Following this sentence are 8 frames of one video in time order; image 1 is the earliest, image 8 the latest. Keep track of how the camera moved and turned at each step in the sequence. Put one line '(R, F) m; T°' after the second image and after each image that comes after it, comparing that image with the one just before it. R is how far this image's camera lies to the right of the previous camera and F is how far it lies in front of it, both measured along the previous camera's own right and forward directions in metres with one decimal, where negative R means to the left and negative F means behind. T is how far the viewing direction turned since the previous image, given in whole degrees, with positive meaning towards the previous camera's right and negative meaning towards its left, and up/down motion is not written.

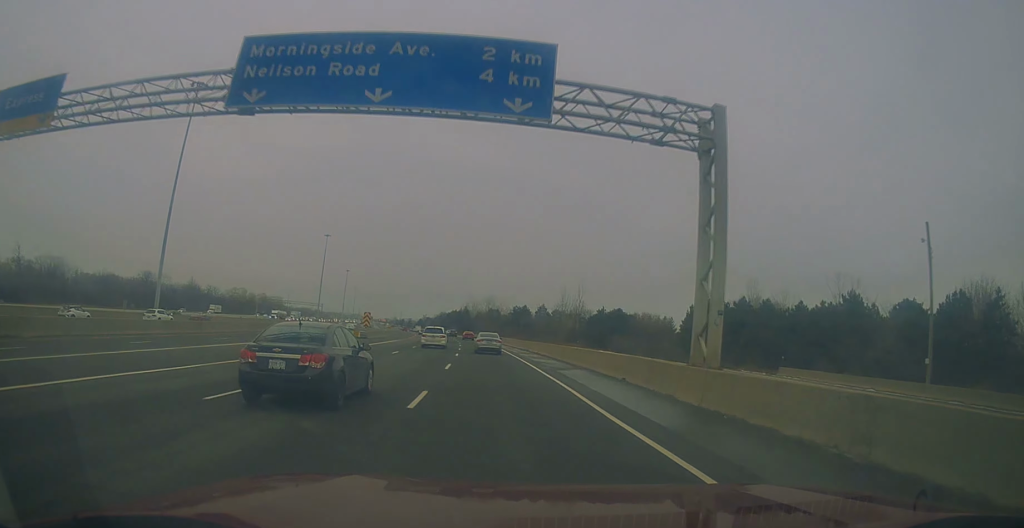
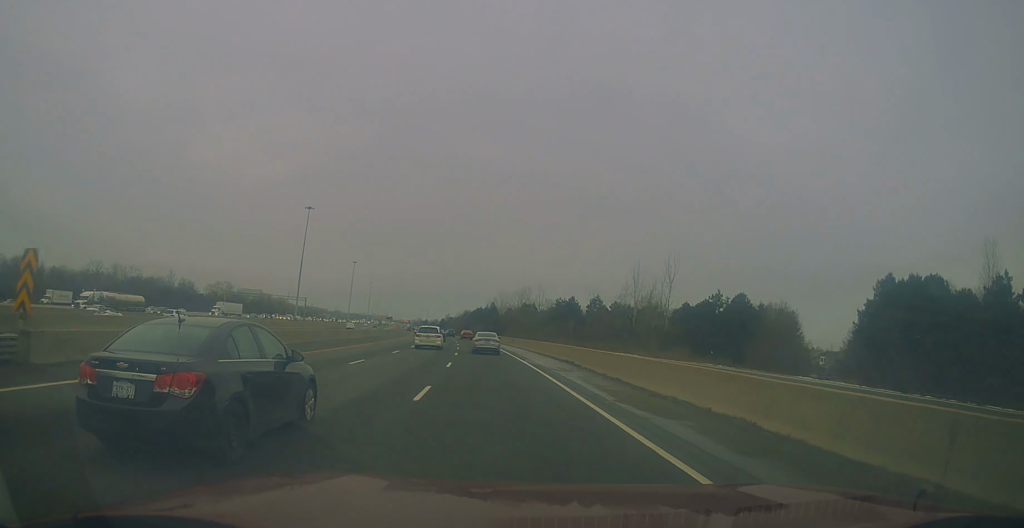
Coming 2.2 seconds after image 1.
(-1.3, +56.5) m; -3°
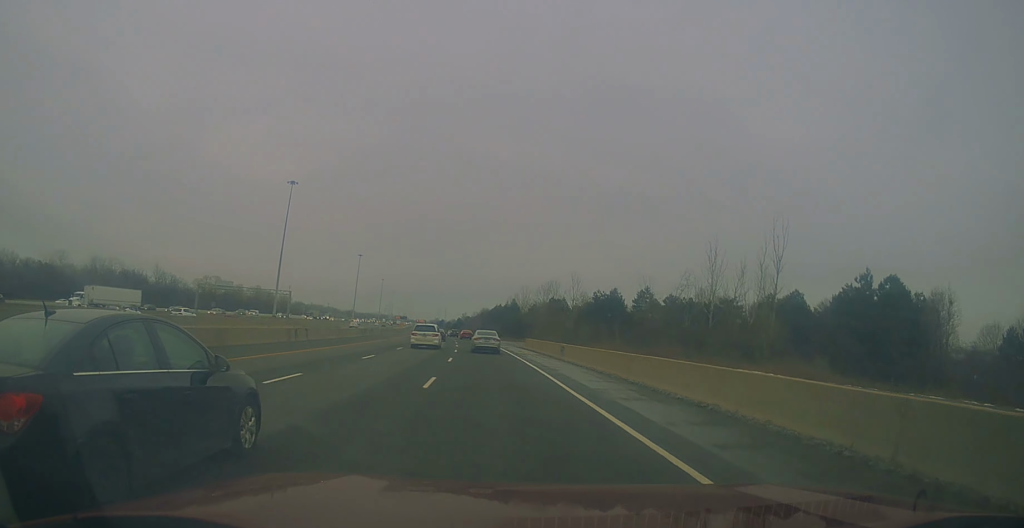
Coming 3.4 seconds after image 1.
(-0.8, +32.8) m; -2°
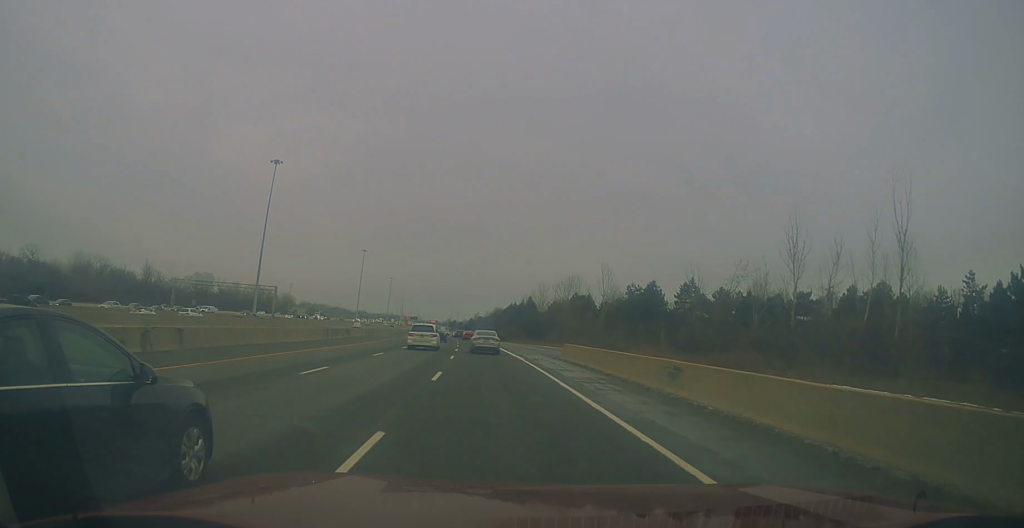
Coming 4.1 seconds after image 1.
(-0.3, +22.1) m; -1°
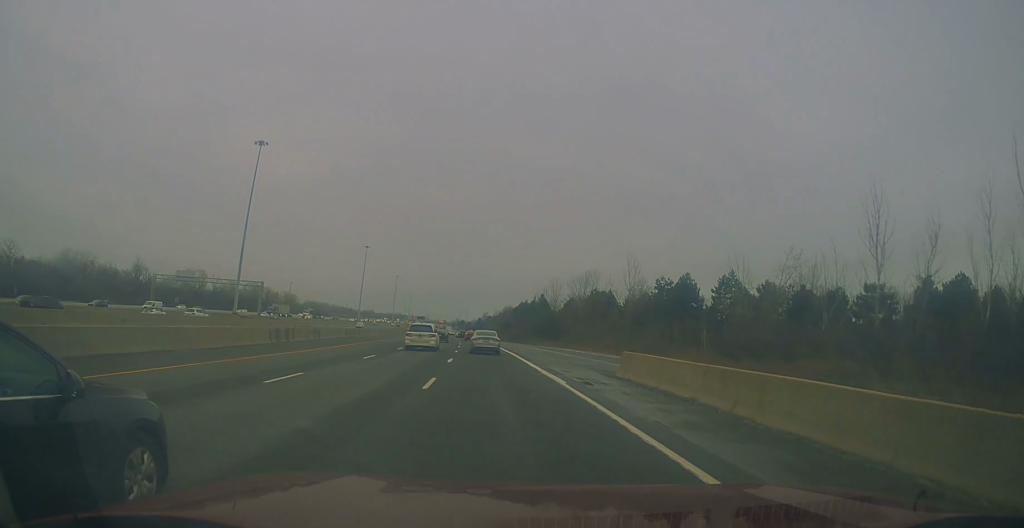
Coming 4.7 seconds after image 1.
(0.0, +15.7) m; 0°
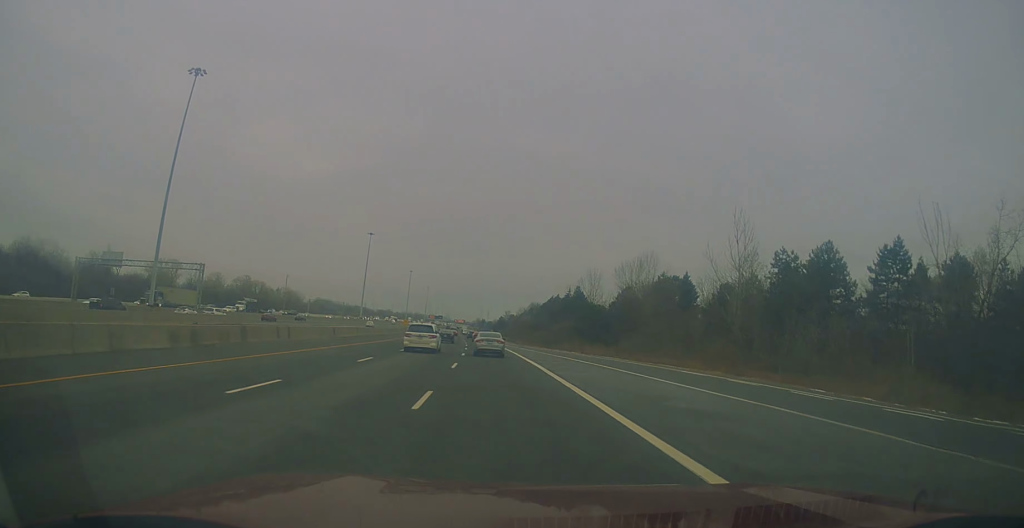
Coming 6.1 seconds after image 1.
(-0.5, +41.0) m; -2°
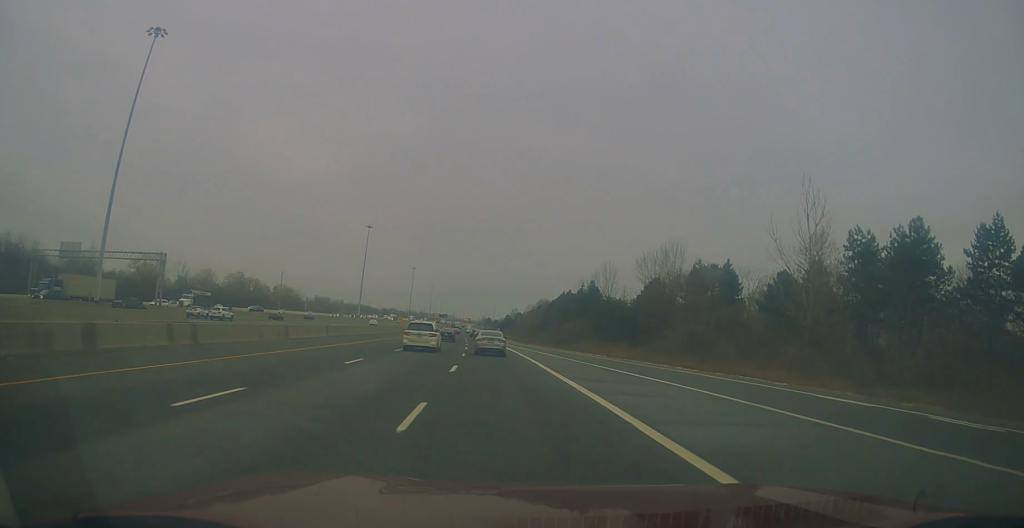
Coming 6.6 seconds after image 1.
(0.0, +13.6) m; -1°
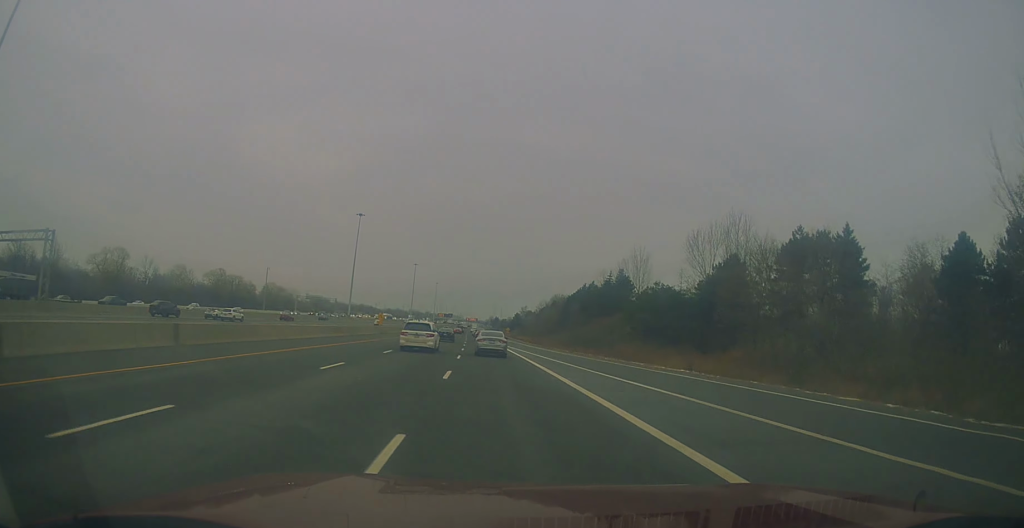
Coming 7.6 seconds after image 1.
(-0.6, +25.5) m; -1°
